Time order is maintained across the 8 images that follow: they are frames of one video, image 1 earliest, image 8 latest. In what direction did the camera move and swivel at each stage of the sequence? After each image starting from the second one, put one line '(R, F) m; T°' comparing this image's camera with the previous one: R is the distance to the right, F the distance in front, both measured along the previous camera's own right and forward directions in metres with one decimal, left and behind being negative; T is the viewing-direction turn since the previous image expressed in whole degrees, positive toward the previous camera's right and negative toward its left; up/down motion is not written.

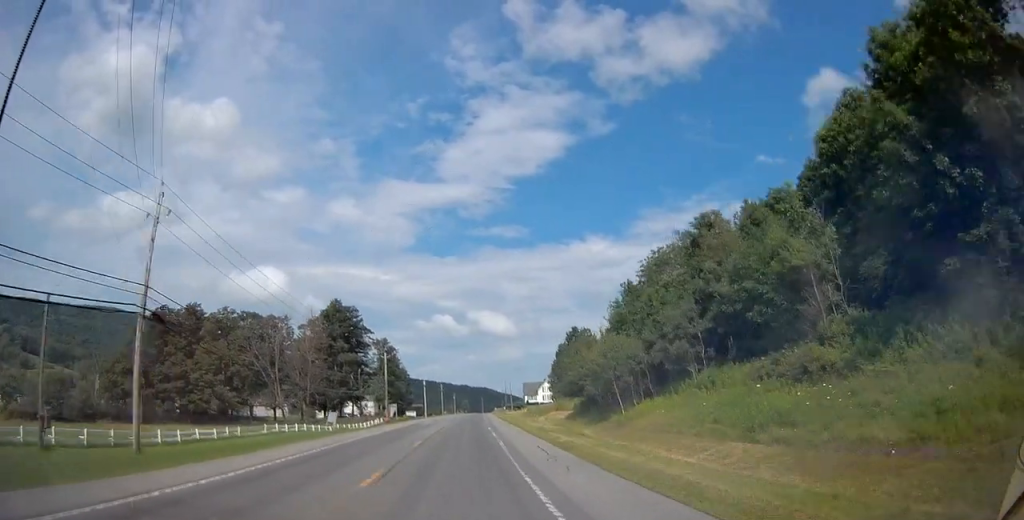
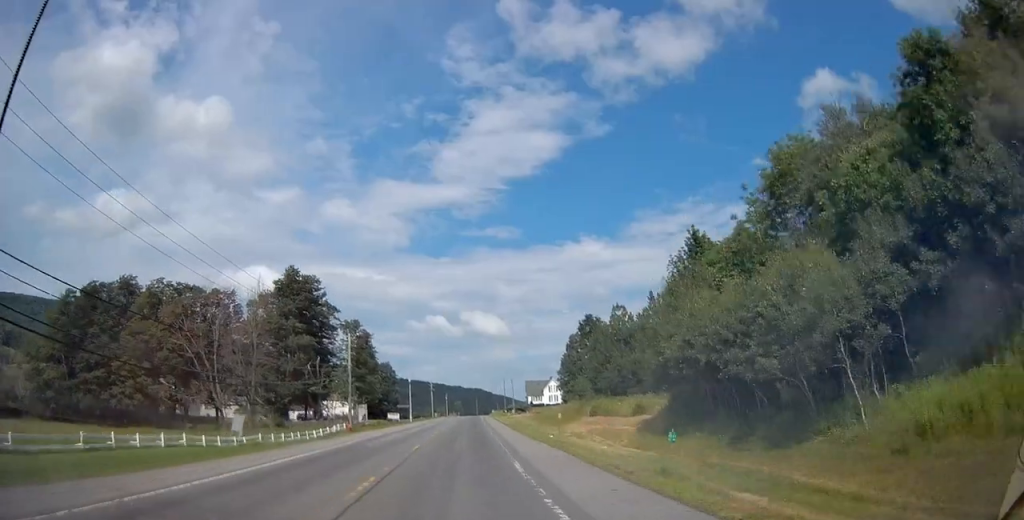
(-0.2, +25.9) m; 0°
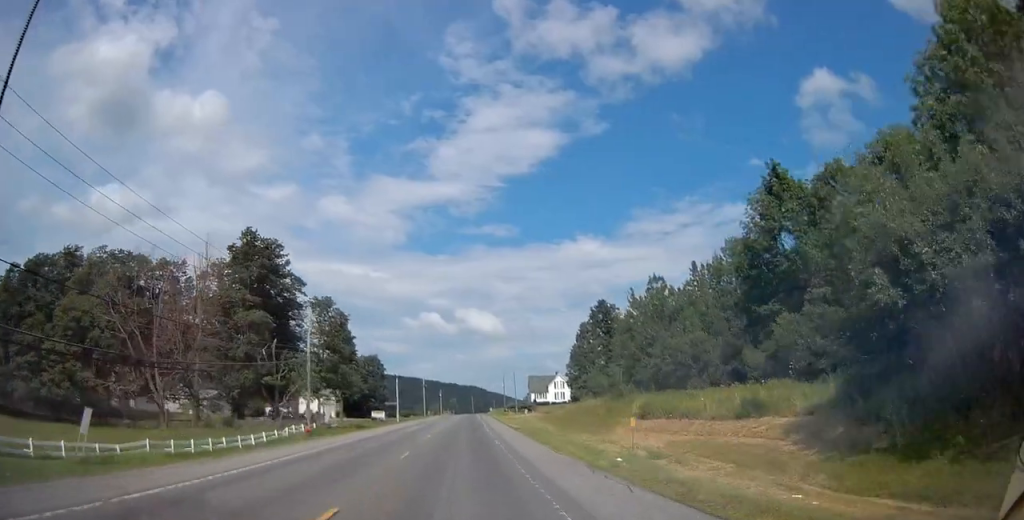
(+0.2, +17.0) m; +1°
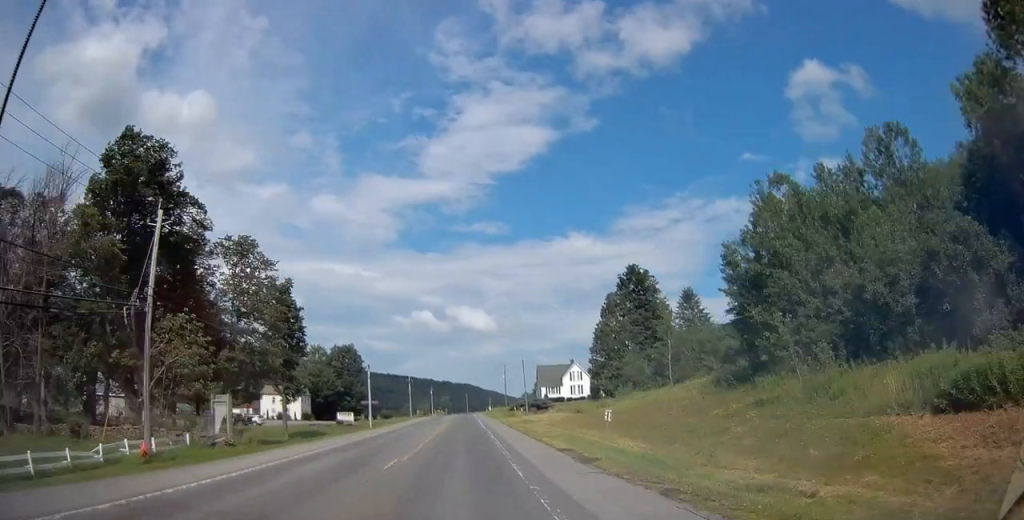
(+0.2, +27.3) m; +1°
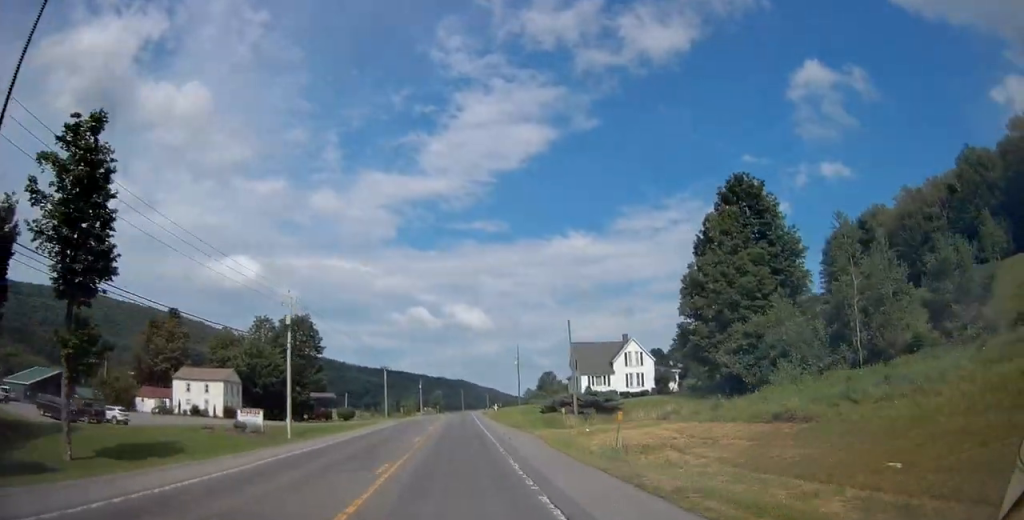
(+0.7, +39.1) m; +1°
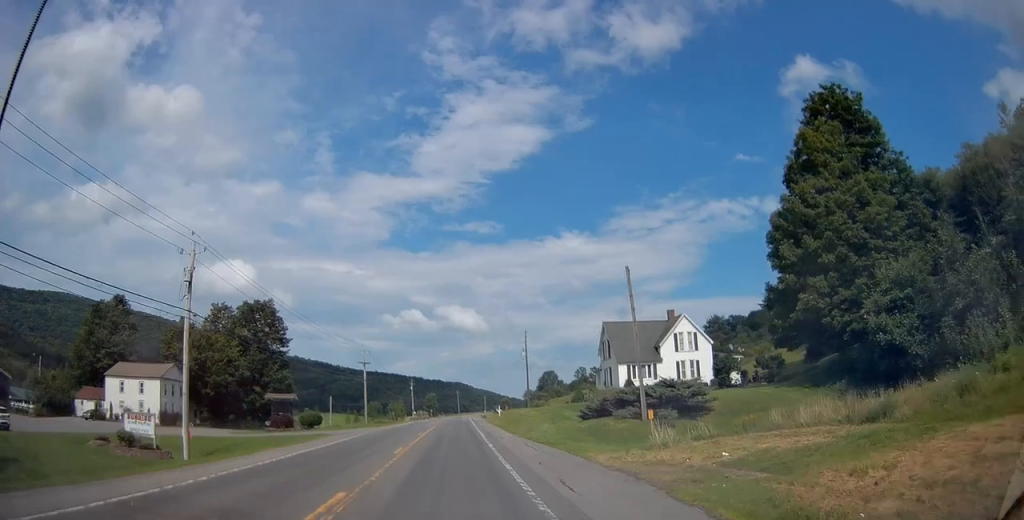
(0.0, +18.5) m; 0°
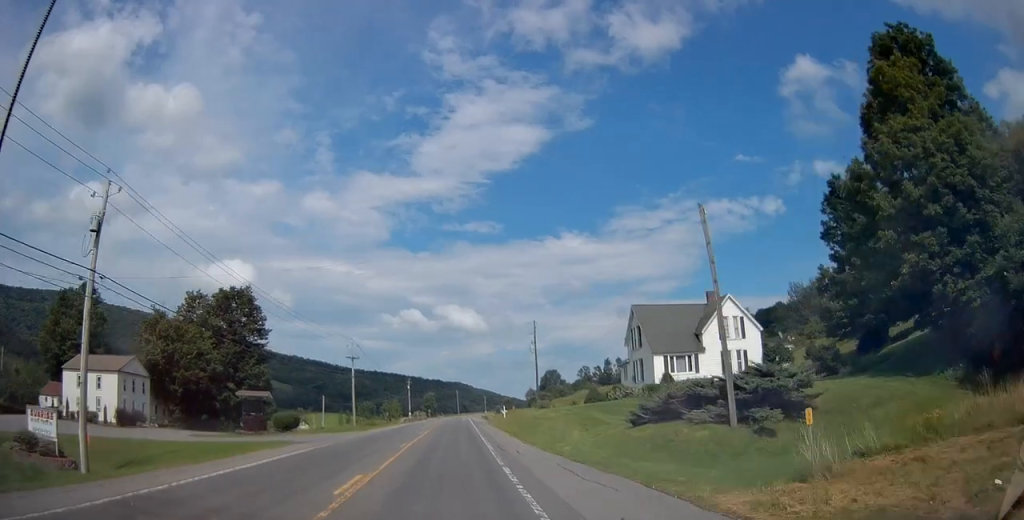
(-0.2, +9.6) m; 0°
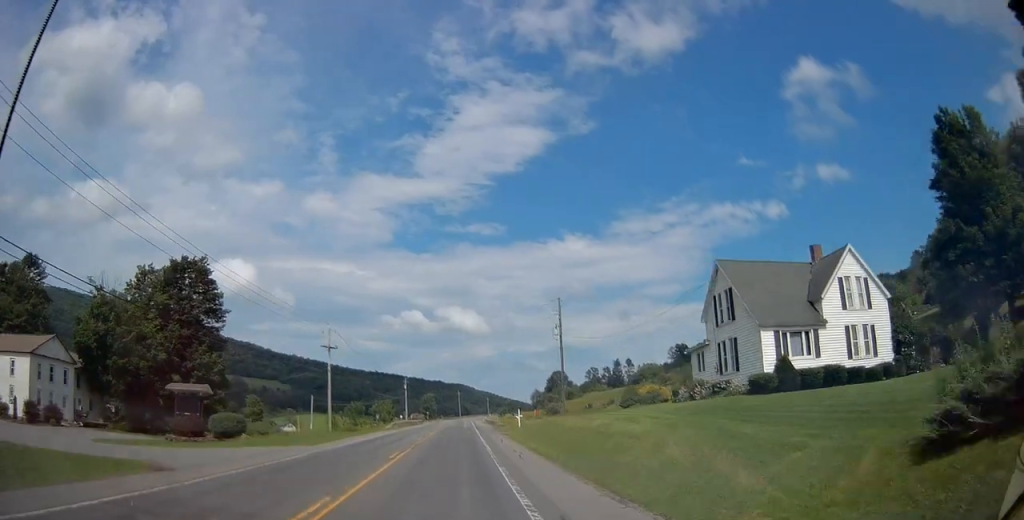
(0.0, +15.6) m; 0°
